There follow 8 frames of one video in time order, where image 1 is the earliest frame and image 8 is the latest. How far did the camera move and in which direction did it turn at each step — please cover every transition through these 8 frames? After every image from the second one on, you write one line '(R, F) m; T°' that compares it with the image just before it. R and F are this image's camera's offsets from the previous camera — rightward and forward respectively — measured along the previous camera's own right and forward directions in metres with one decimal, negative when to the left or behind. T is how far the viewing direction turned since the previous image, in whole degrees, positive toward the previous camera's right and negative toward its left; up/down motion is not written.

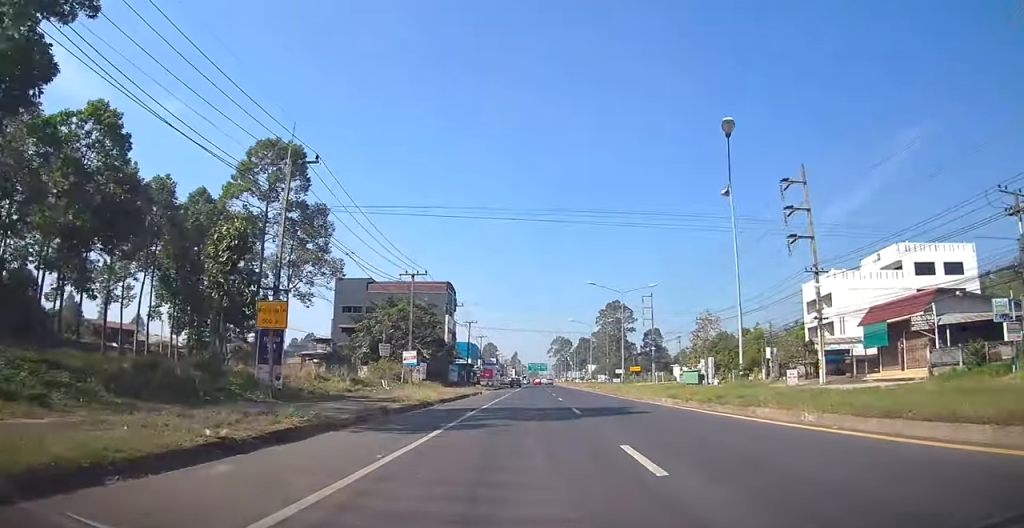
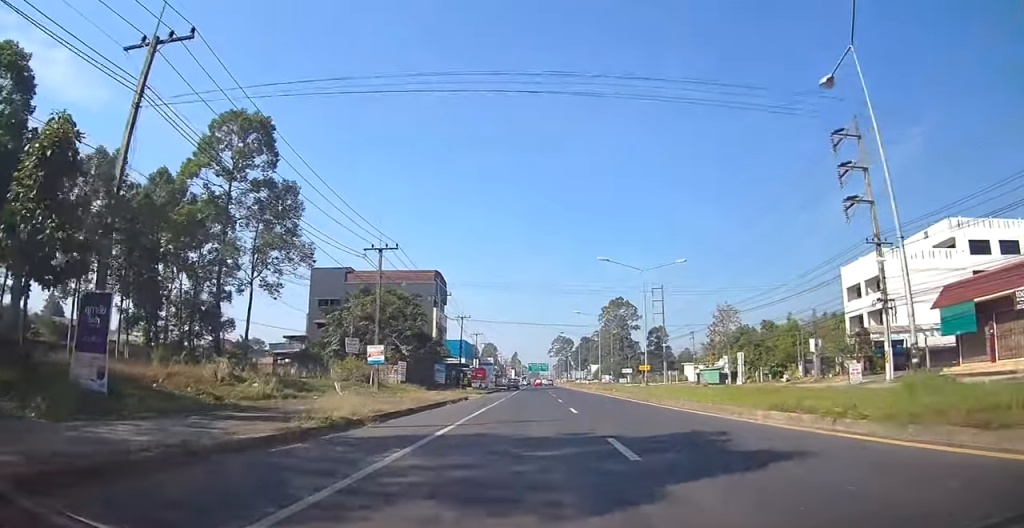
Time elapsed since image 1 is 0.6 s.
(-0.1, +10.7) m; -1°
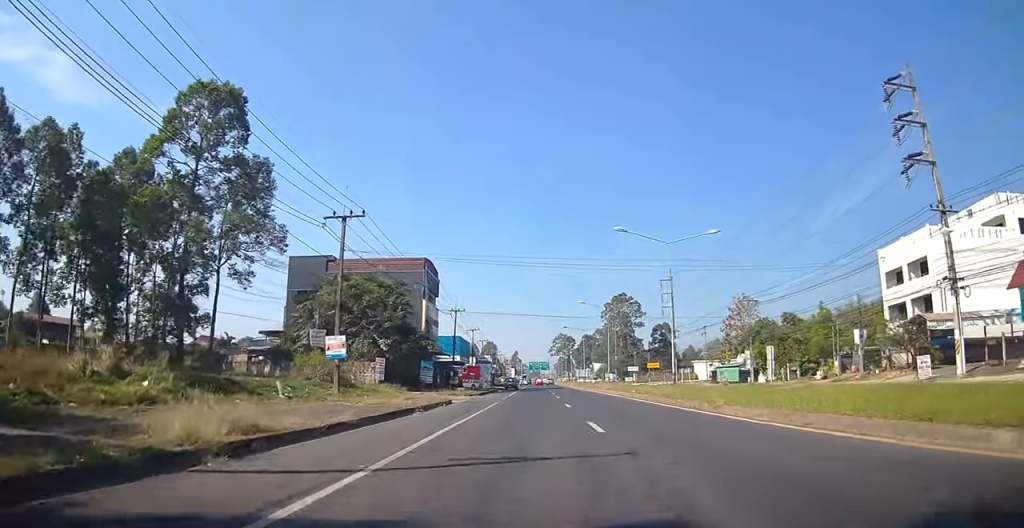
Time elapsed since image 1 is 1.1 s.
(-0.1, +8.1) m; 0°
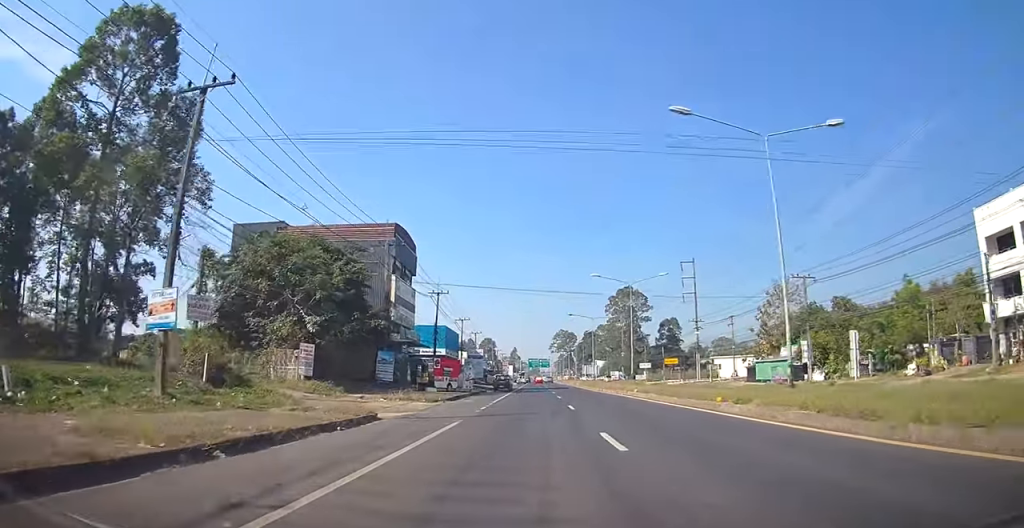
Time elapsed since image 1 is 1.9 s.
(0.0, +15.6) m; 0°
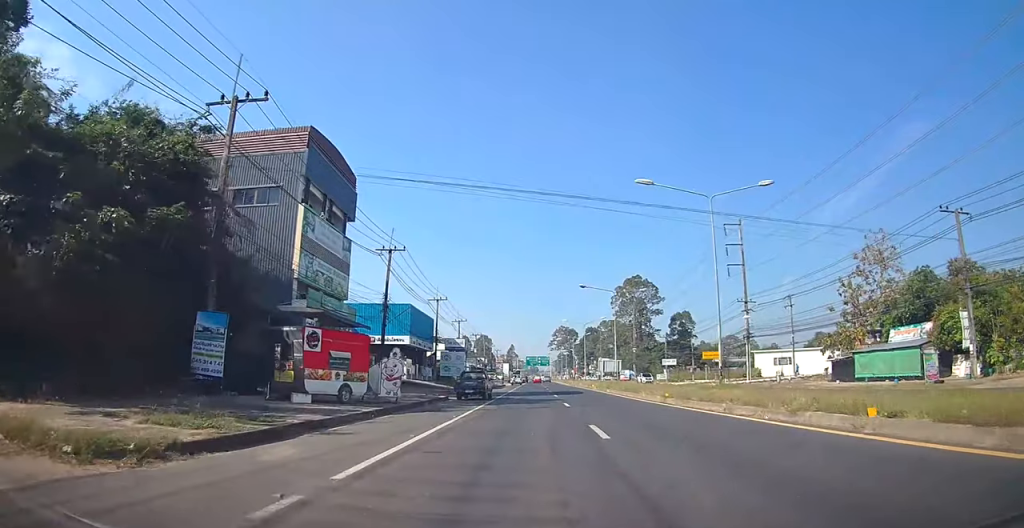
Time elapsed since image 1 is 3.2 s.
(-0.1, +23.0) m; 0°
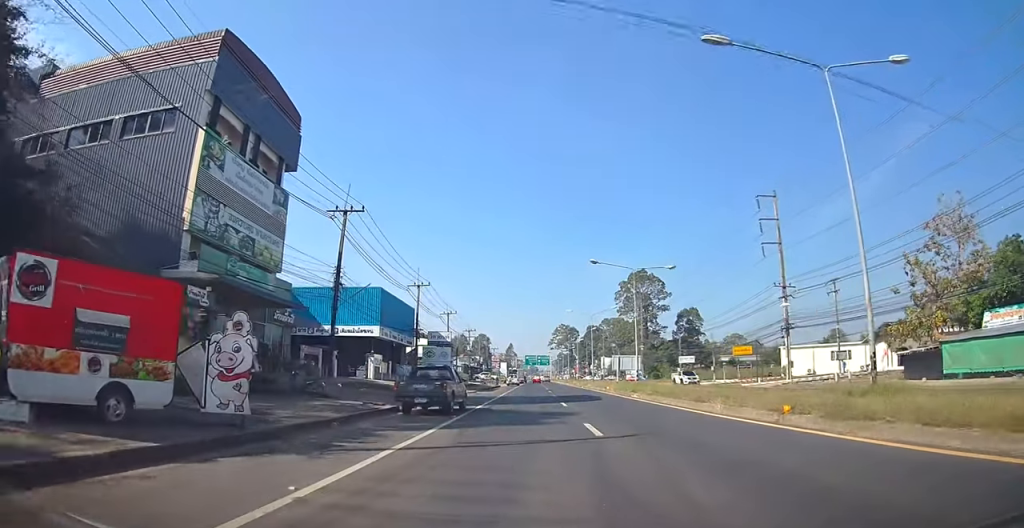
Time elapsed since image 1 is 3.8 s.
(+0.1, +11.6) m; 0°
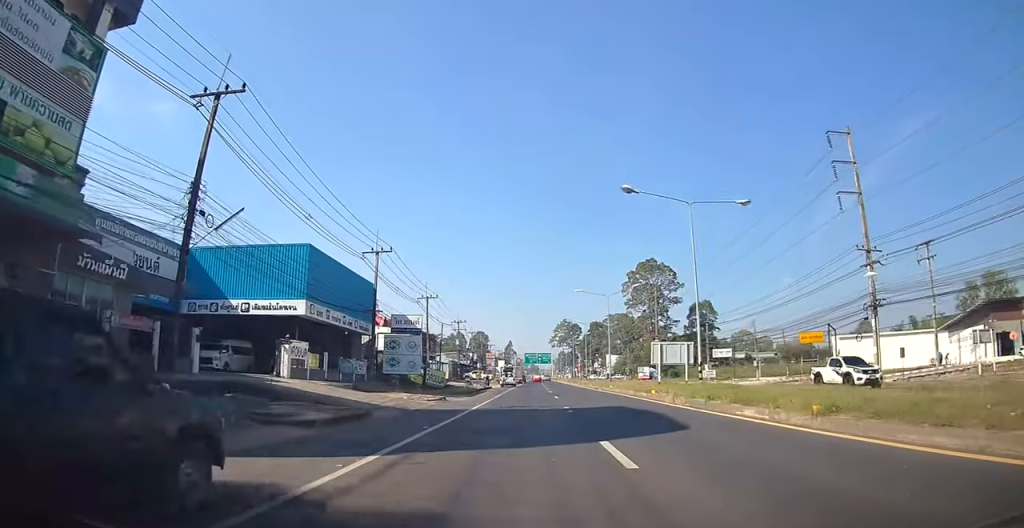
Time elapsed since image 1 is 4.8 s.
(+0.1, +16.6) m; 0°
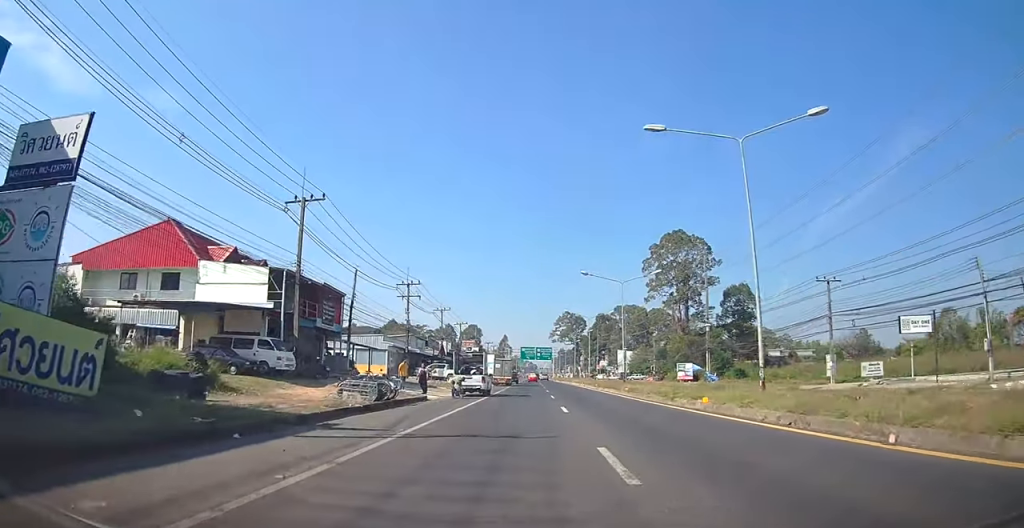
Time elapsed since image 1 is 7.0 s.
(-0.2, +38.7) m; 0°
